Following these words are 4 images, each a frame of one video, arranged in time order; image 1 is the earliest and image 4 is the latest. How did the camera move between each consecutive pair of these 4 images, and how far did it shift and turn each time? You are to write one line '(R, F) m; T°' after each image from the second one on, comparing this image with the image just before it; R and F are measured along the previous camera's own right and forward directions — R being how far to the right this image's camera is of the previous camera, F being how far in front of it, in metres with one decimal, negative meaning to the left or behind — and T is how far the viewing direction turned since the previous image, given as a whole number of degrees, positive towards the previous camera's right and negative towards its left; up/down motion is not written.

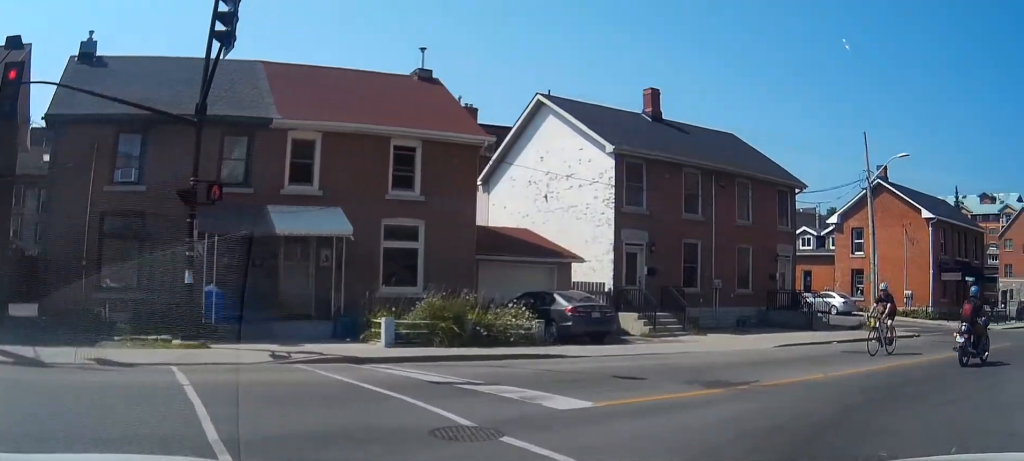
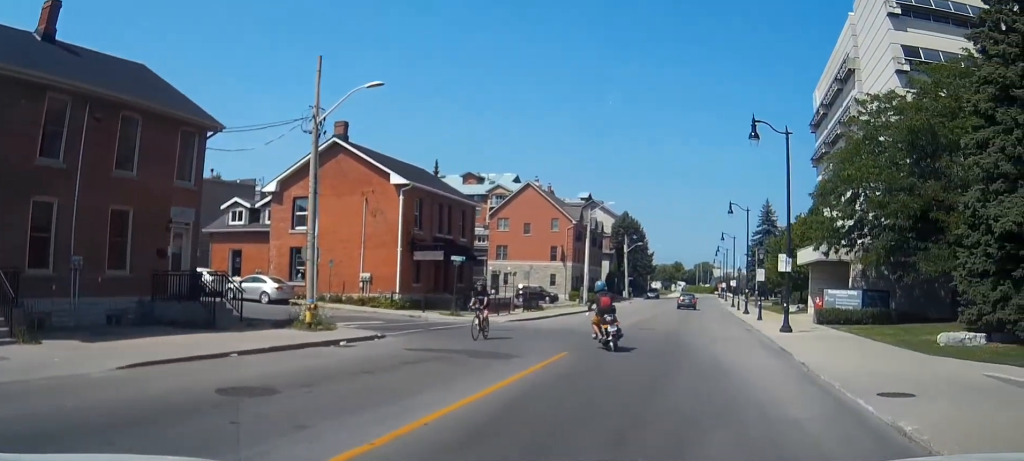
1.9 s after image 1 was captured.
(0.0, +6.8) m; 0°
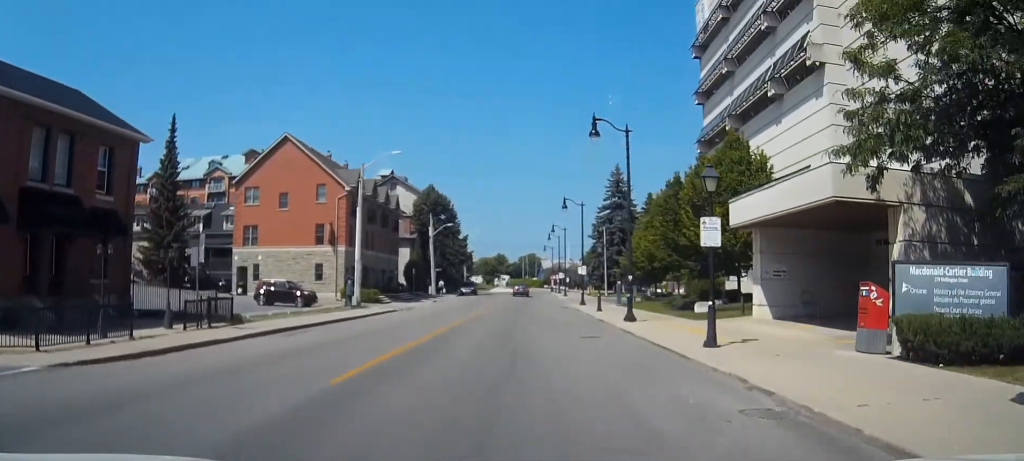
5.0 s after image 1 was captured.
(0.0, +11.3) m; 0°
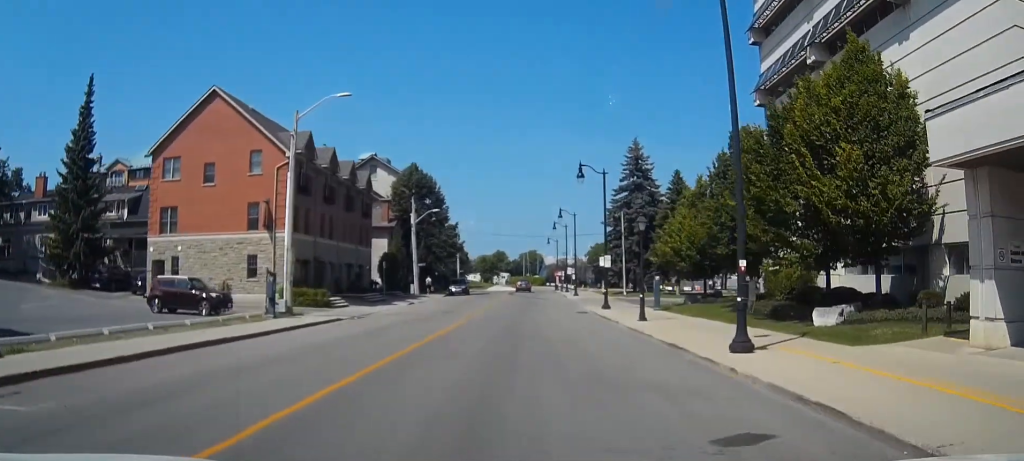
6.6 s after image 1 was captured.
(0.0, +5.9) m; 0°
